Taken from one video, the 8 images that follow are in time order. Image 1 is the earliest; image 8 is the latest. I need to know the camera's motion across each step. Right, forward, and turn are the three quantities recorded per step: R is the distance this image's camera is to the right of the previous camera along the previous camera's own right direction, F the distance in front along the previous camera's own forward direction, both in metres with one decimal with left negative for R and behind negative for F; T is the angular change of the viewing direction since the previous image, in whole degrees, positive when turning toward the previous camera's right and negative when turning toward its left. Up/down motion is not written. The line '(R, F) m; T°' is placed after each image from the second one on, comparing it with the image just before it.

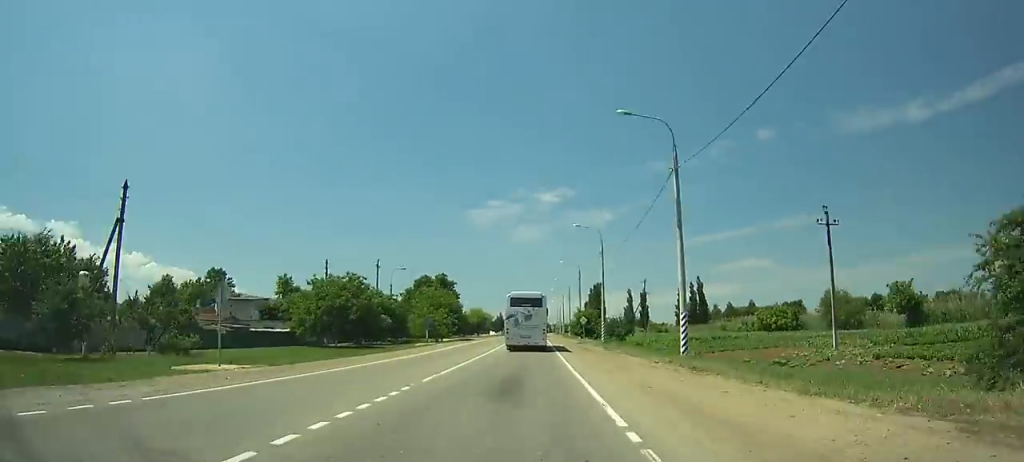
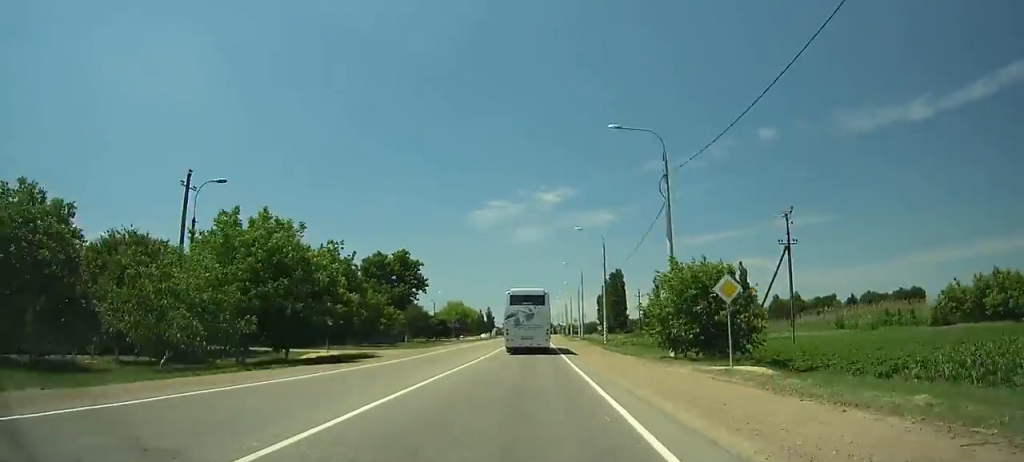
(-0.2, +56.7) m; 0°
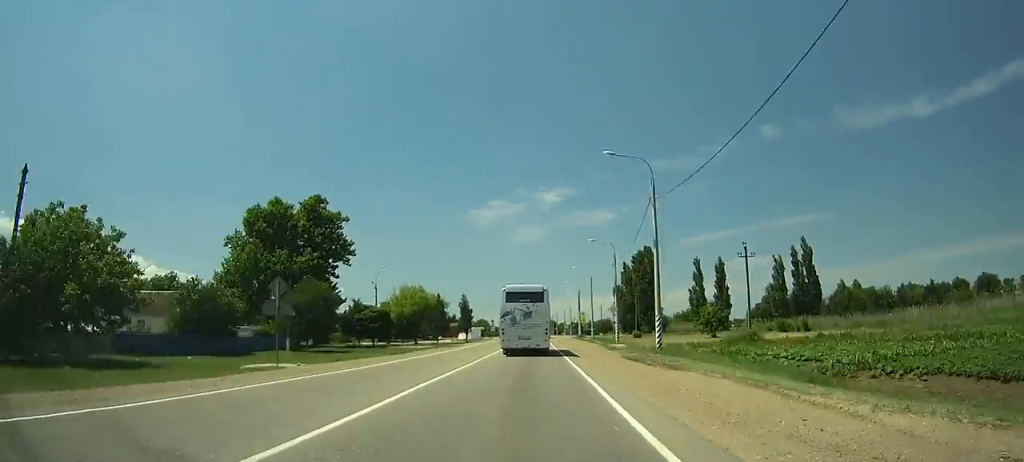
(+0.2, +53.0) m; 0°
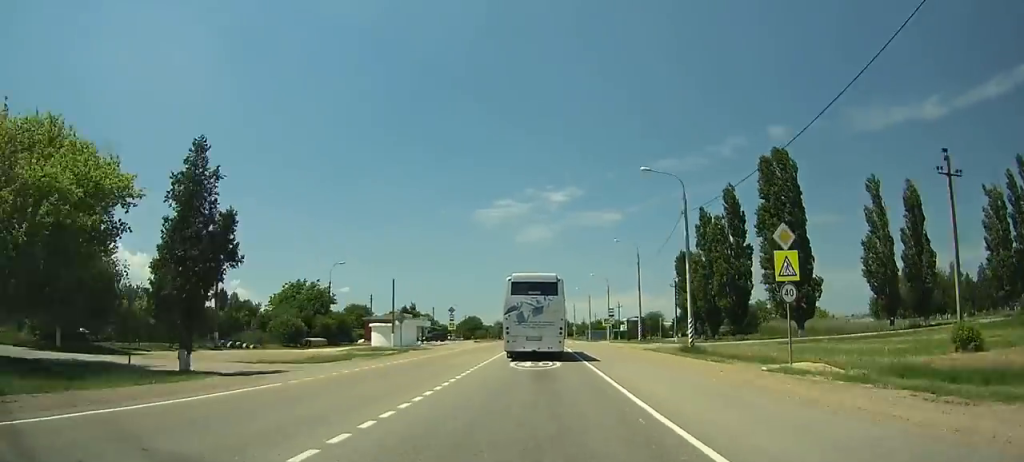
(+0.2, +81.8) m; 0°
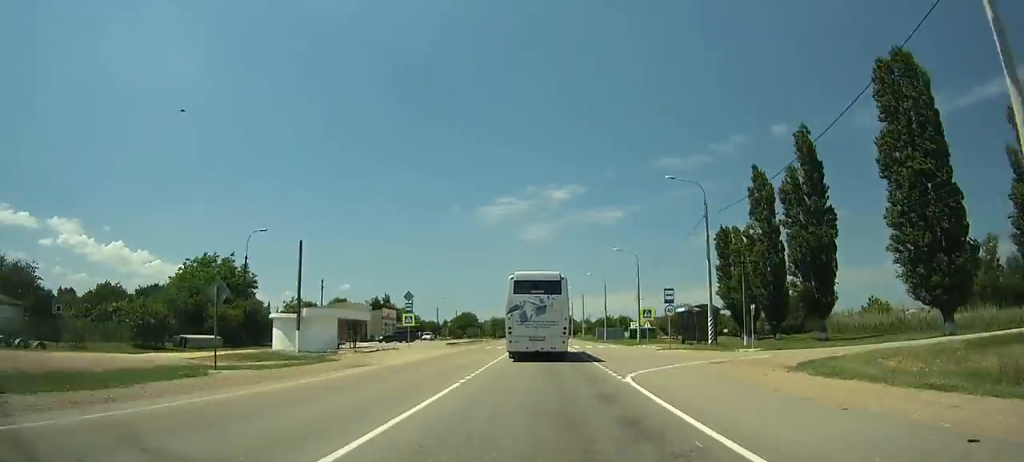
(-0.2, +26.7) m; 0°
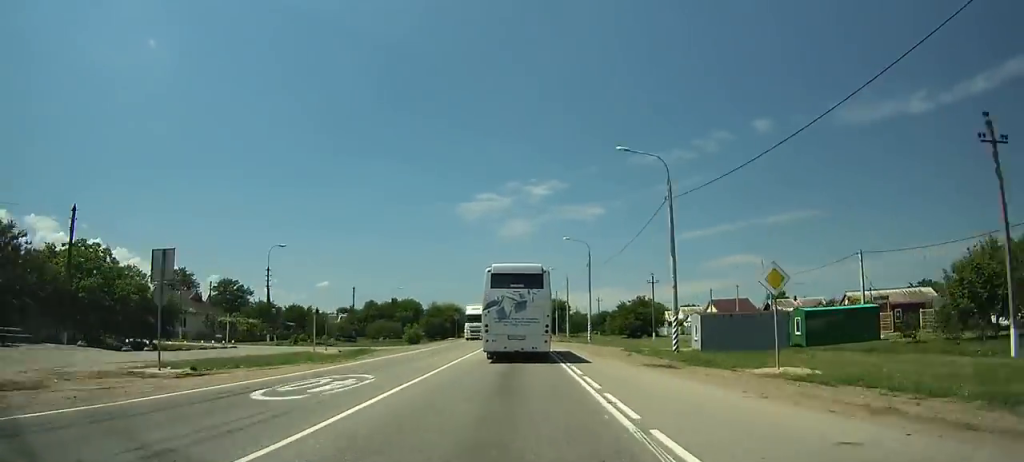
(+0.5, +93.3) m; +1°
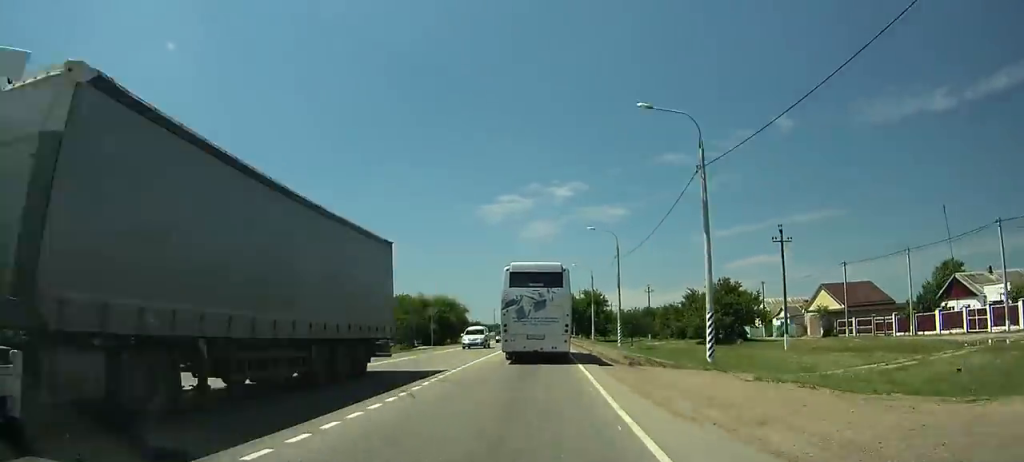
(-0.1, +36.7) m; 0°
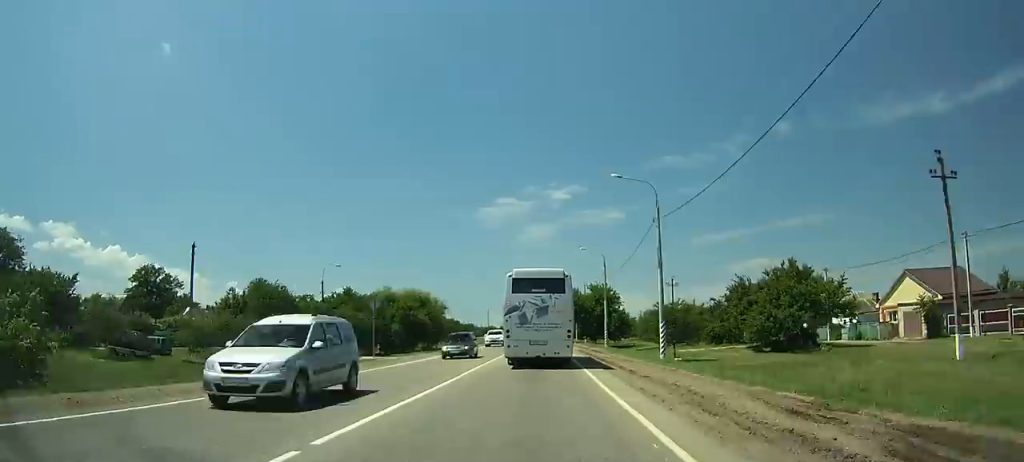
(0.0, +19.0) m; 0°
